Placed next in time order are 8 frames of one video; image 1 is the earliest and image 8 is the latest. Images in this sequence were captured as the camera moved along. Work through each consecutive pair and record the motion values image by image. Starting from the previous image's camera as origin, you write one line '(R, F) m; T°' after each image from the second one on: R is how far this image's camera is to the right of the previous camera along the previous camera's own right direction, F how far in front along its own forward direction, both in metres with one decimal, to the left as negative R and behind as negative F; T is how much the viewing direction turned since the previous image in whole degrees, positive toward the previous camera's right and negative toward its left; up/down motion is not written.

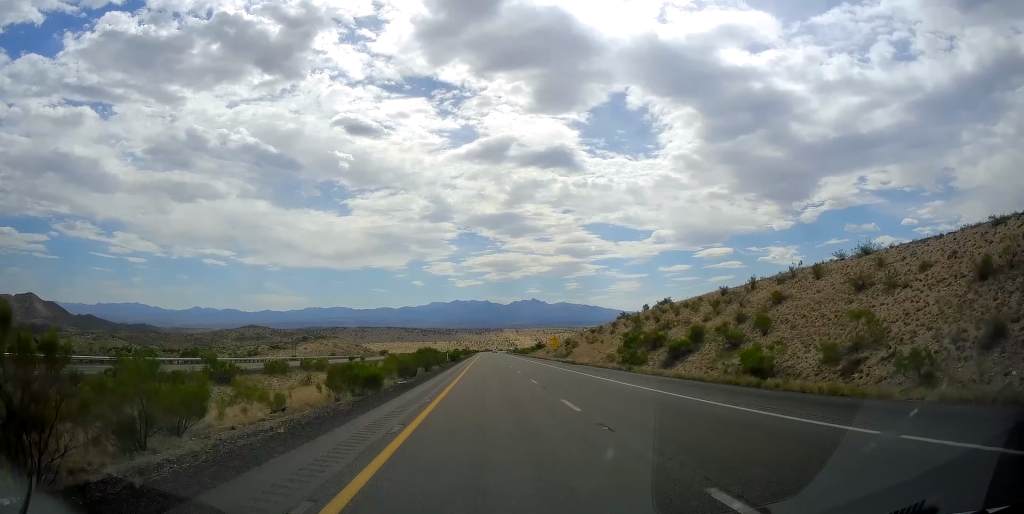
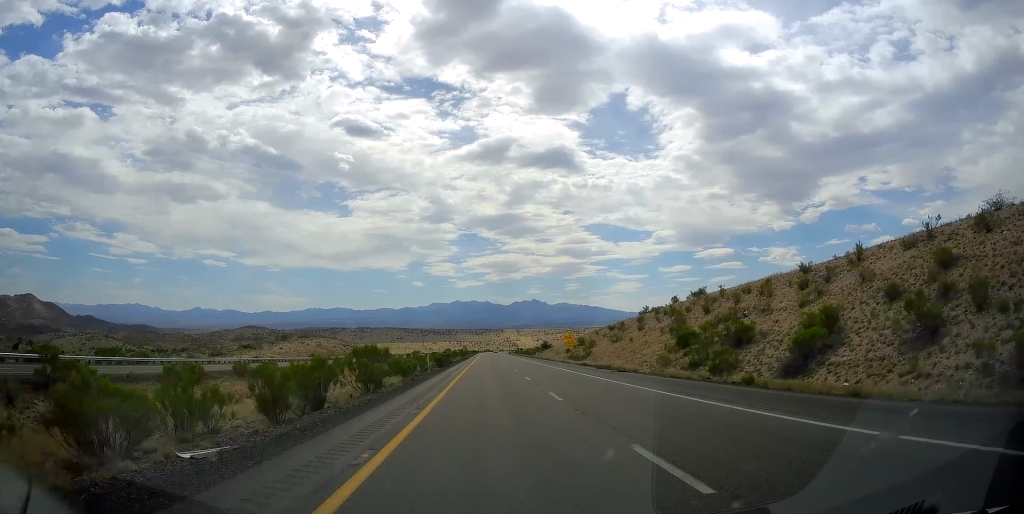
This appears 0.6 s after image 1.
(-0.1, +19.0) m; 0°
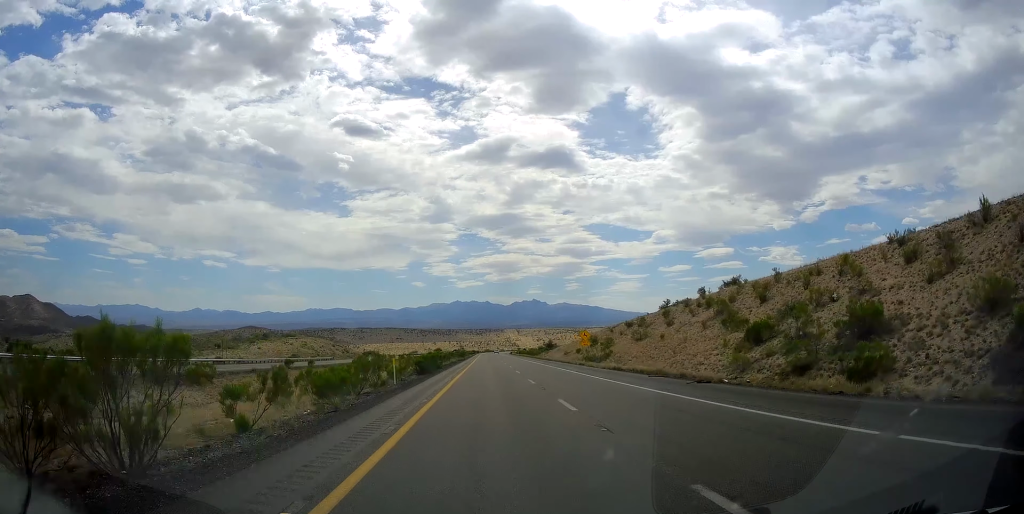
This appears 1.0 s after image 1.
(-0.1, +13.4) m; 0°
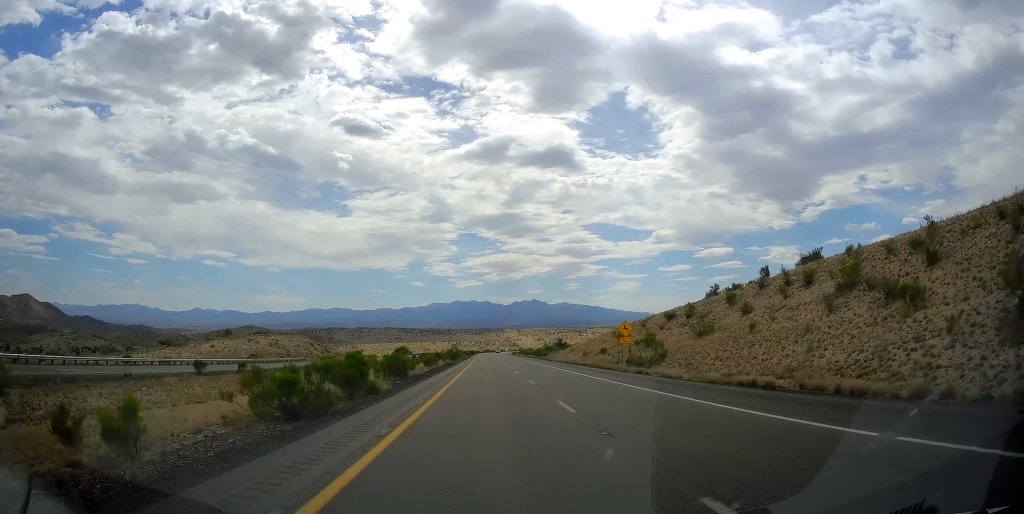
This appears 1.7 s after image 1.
(+0.1, +20.4) m; 0°
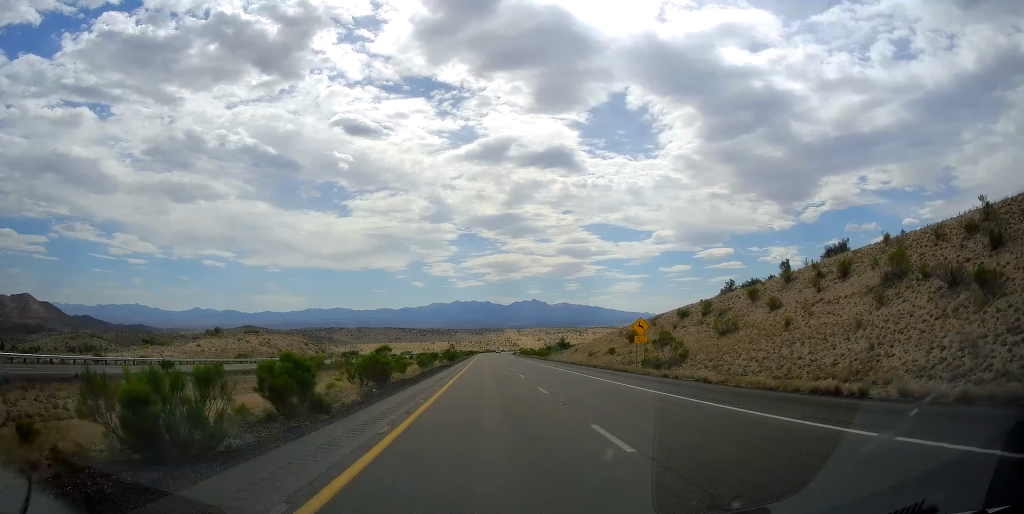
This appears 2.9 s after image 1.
(+0.2, +32.9) m; 0°
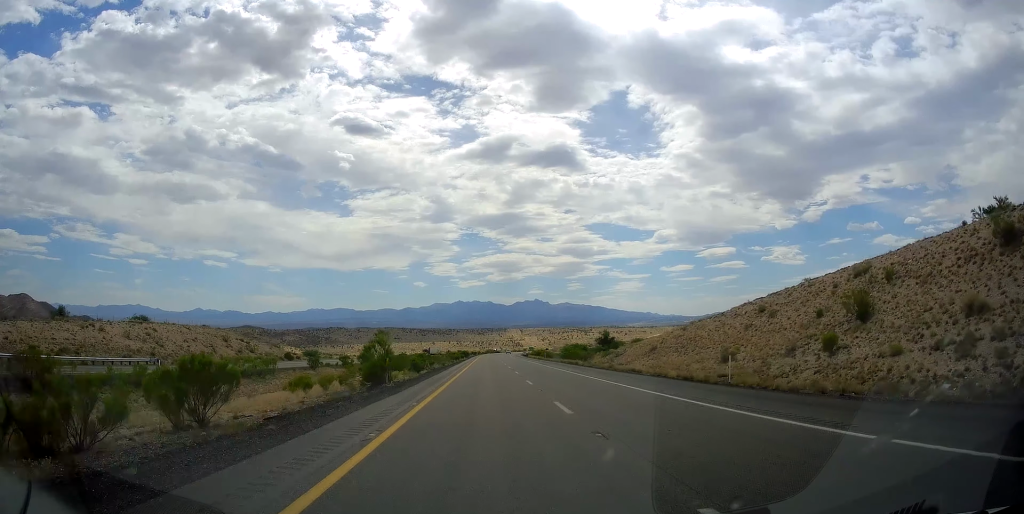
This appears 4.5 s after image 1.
(-0.2, +48.0) m; 0°
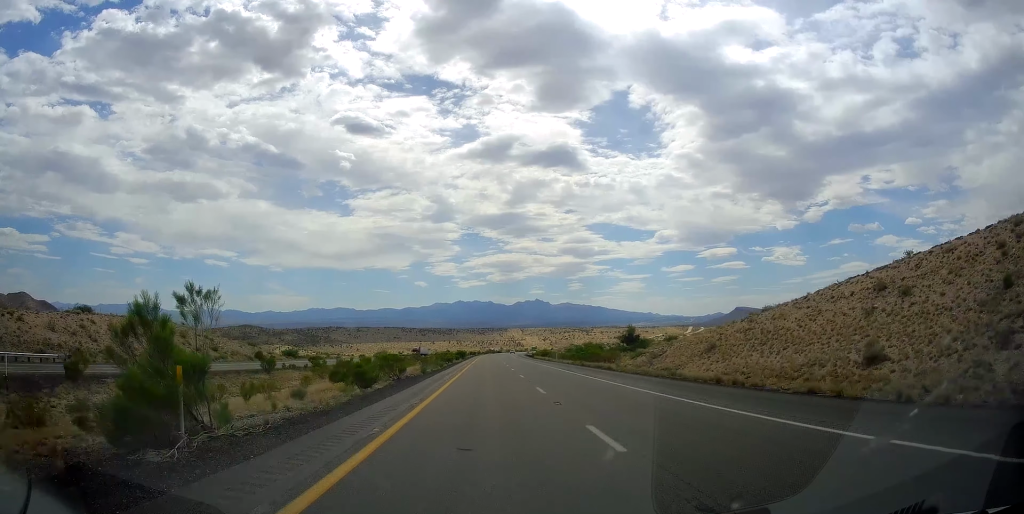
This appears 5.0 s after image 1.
(0.0, +16.4) m; 0°
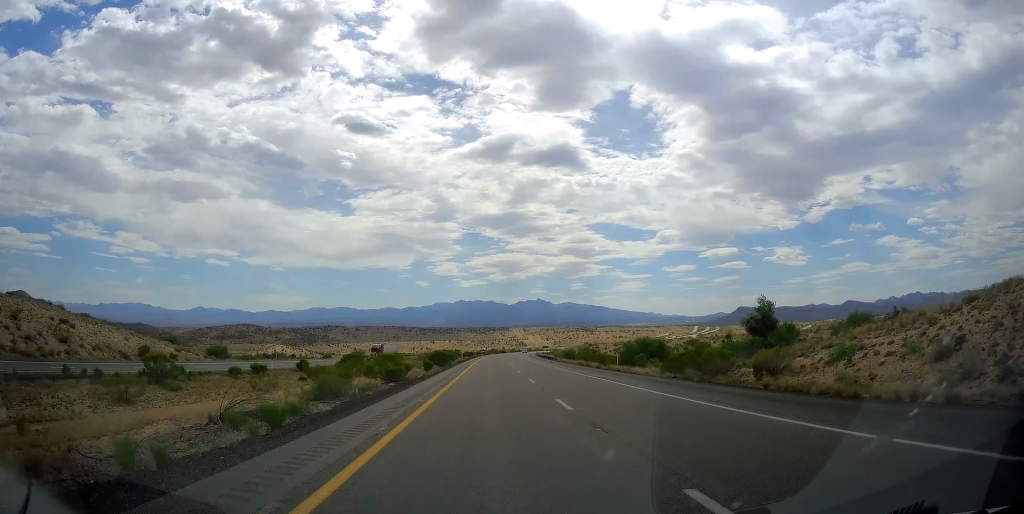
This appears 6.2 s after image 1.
(+0.3, +40.2) m; 0°
